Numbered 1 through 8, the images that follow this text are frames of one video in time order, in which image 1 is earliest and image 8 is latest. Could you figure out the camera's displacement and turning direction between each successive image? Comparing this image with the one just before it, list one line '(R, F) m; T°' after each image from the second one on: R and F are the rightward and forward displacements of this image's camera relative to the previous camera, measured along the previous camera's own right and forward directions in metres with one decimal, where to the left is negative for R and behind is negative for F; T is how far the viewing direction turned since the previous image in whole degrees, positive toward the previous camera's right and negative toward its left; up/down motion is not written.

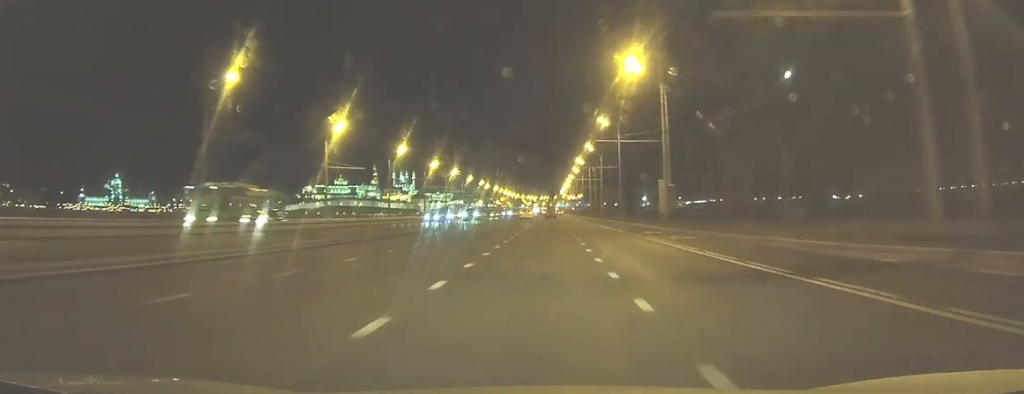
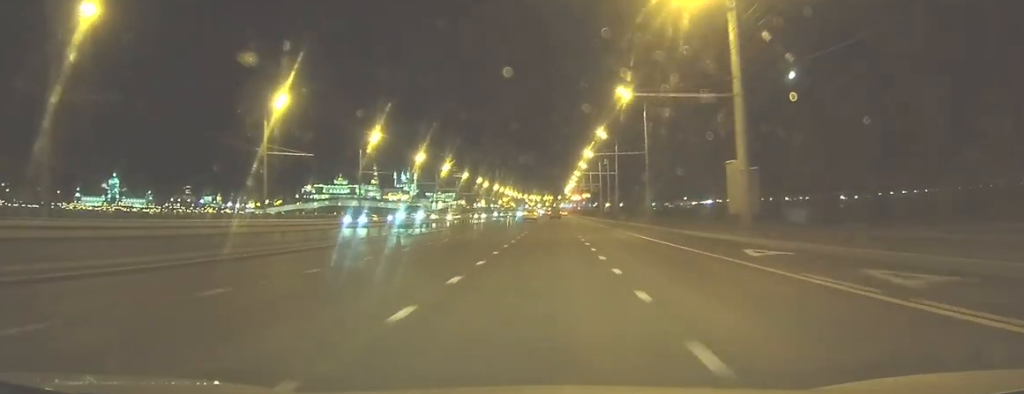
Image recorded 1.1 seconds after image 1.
(0.0, +19.0) m; 0°
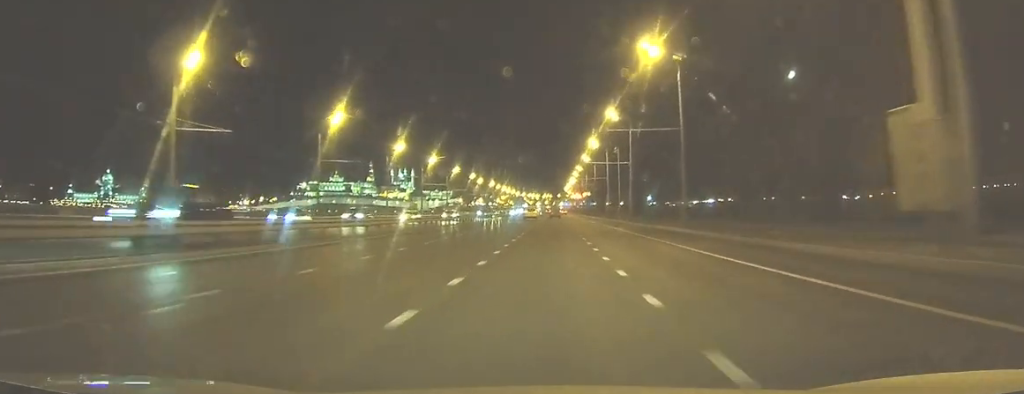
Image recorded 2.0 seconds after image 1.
(0.0, +16.3) m; 0°
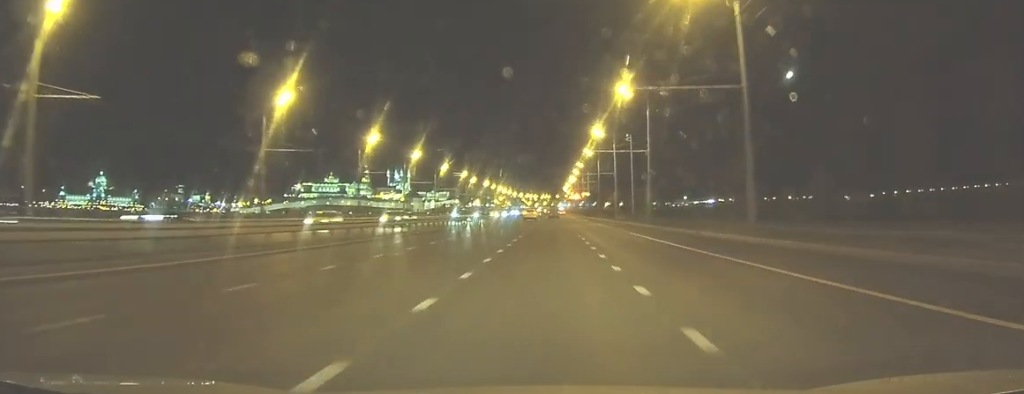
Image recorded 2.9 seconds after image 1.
(0.0, +14.7) m; 0°
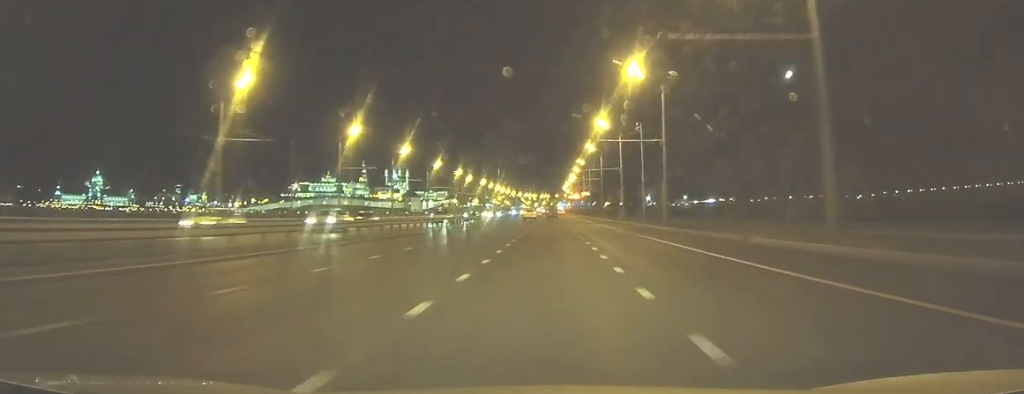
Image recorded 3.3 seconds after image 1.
(0.0, +8.3) m; 0°
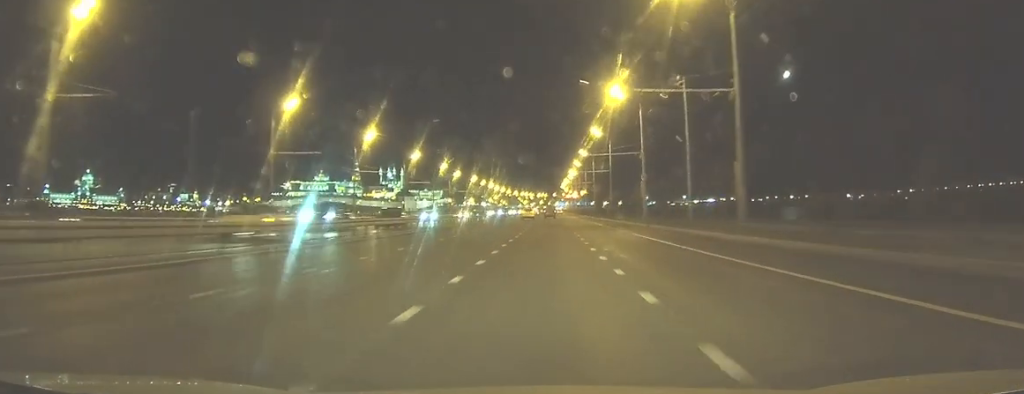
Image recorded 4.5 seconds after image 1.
(0.0, +20.3) m; 0°
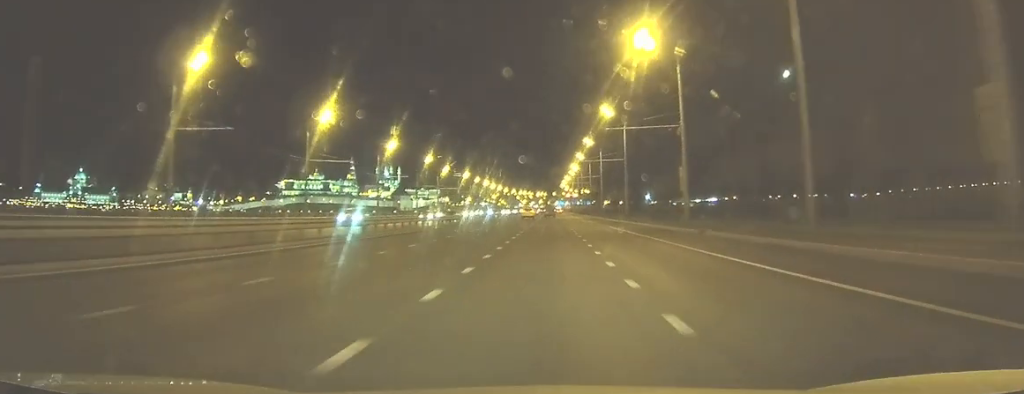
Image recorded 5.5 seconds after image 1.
(+0.1, +18.0) m; 0°
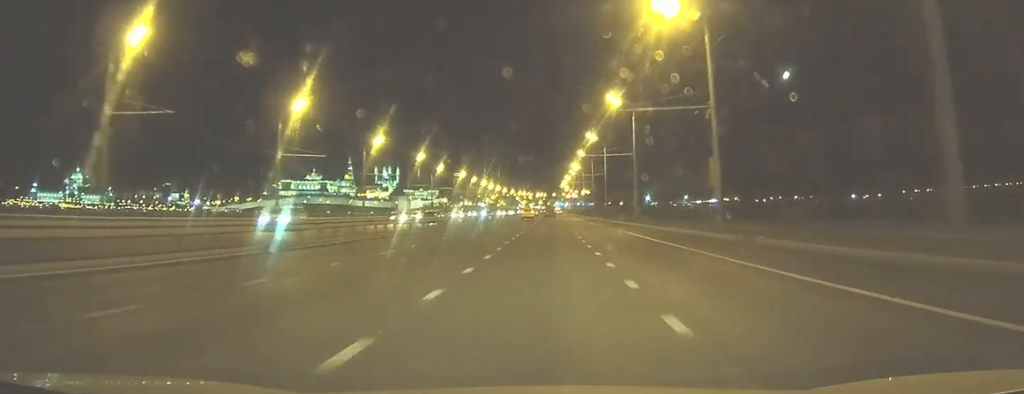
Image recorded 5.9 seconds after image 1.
(0.0, +7.8) m; 0°
